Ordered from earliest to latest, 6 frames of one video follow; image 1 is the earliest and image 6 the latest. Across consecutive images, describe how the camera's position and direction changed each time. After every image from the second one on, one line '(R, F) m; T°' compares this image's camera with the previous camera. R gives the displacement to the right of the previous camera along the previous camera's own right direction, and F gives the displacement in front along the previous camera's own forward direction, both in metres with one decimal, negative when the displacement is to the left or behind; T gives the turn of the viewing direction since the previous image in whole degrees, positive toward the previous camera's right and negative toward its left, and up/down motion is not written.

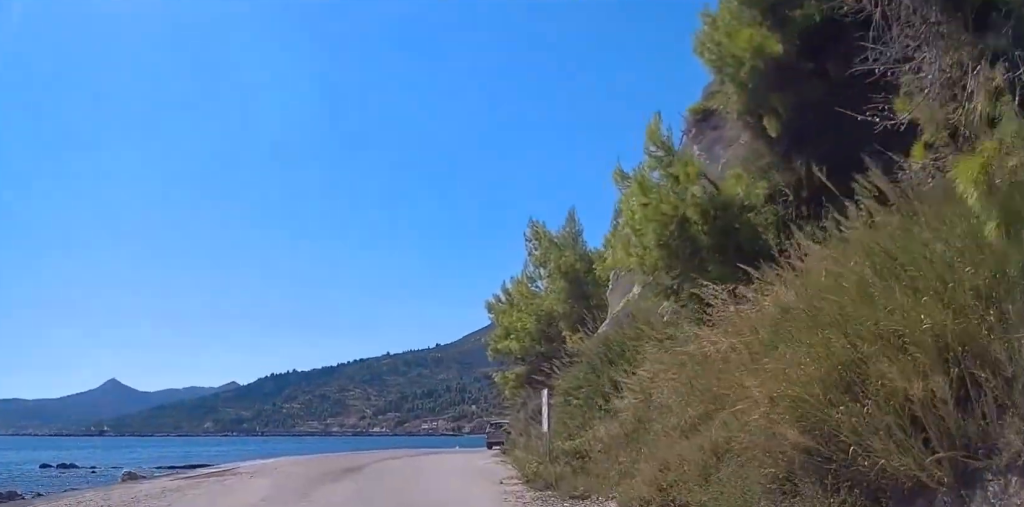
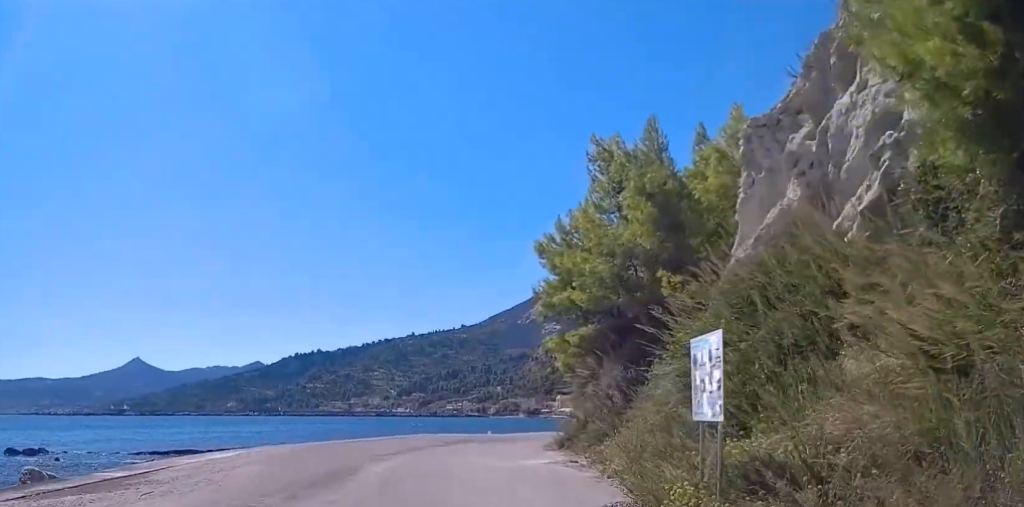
(-0.1, +11.1) m; -1°
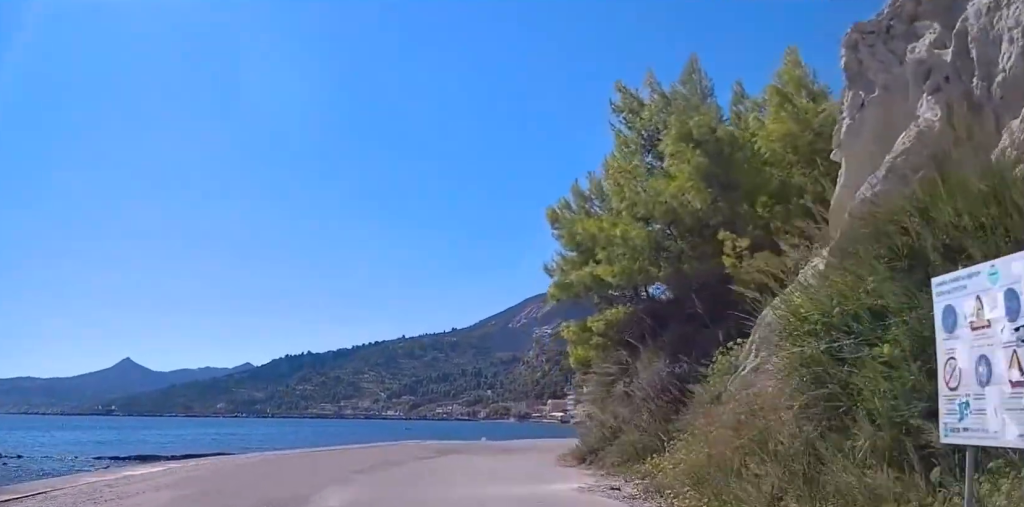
(0.0, +6.1) m; +7°
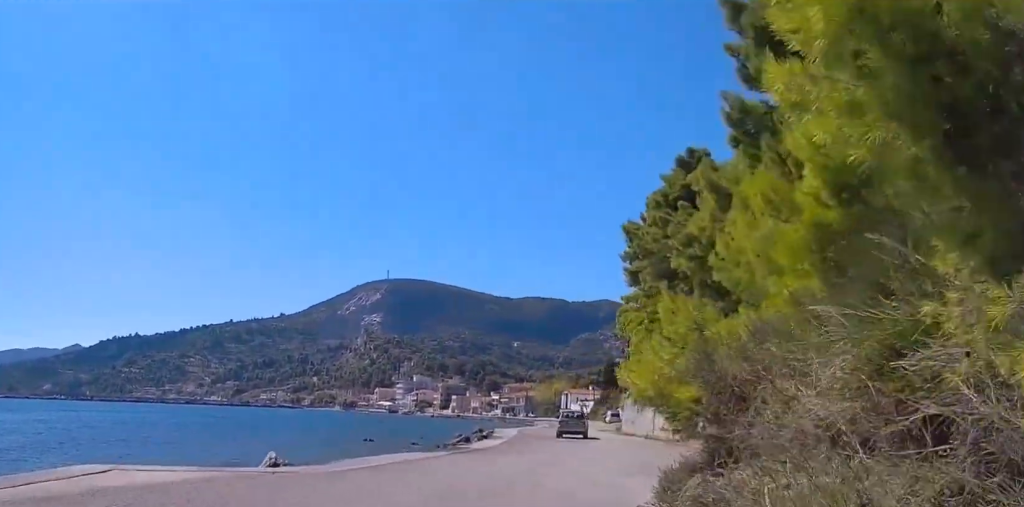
(+9.7, +22.2) m; +17°
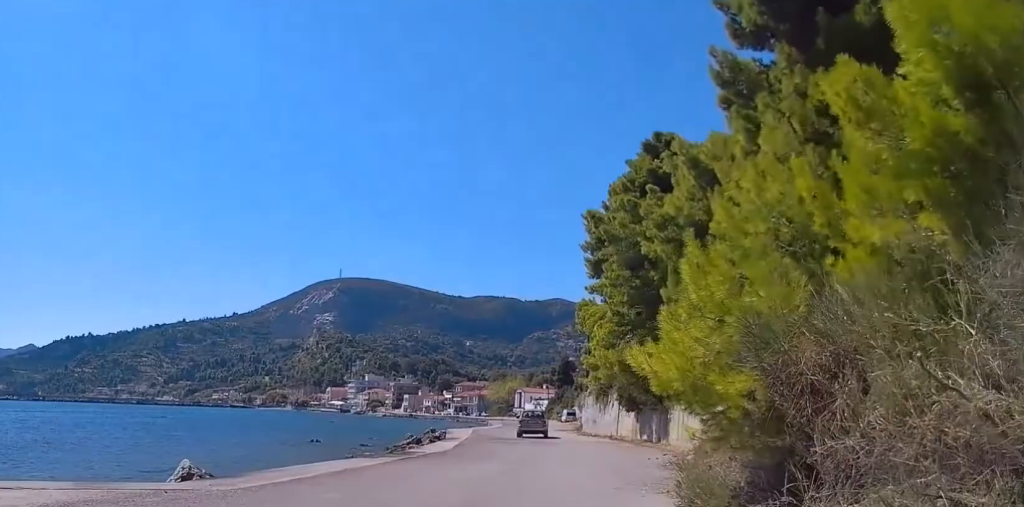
(-1.1, +3.1) m; -8°
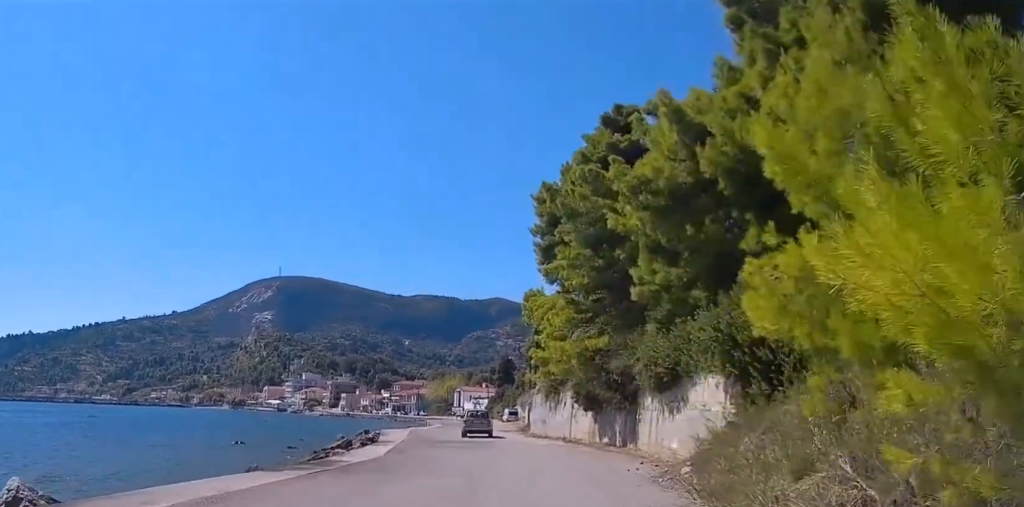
(+0.2, +5.5) m; +11°
